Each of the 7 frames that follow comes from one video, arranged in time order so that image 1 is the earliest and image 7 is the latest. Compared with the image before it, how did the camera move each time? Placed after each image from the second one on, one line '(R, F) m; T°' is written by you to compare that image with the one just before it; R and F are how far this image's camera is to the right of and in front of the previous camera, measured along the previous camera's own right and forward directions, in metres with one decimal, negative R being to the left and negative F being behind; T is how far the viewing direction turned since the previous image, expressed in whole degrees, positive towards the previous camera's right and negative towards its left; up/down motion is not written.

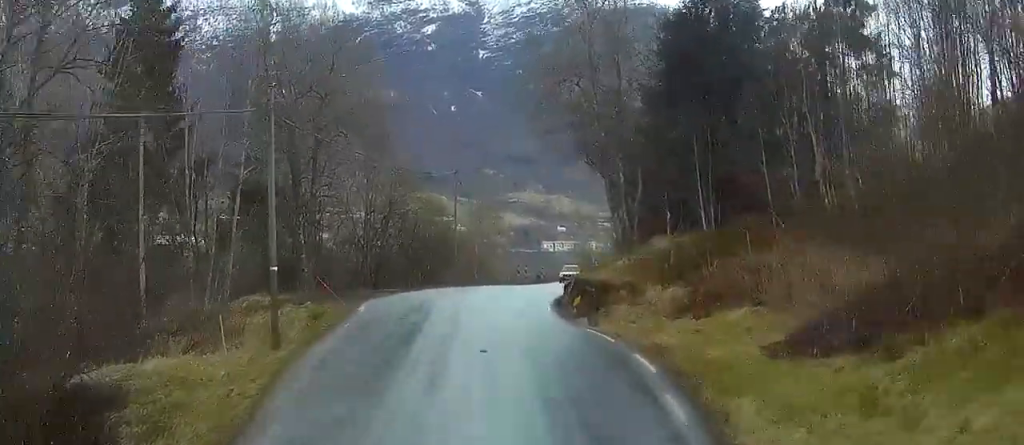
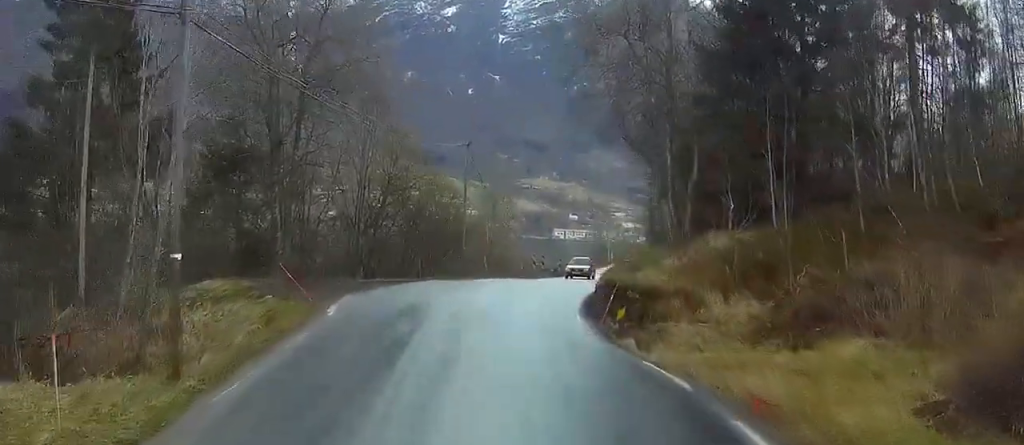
(+0.1, +8.5) m; +3°
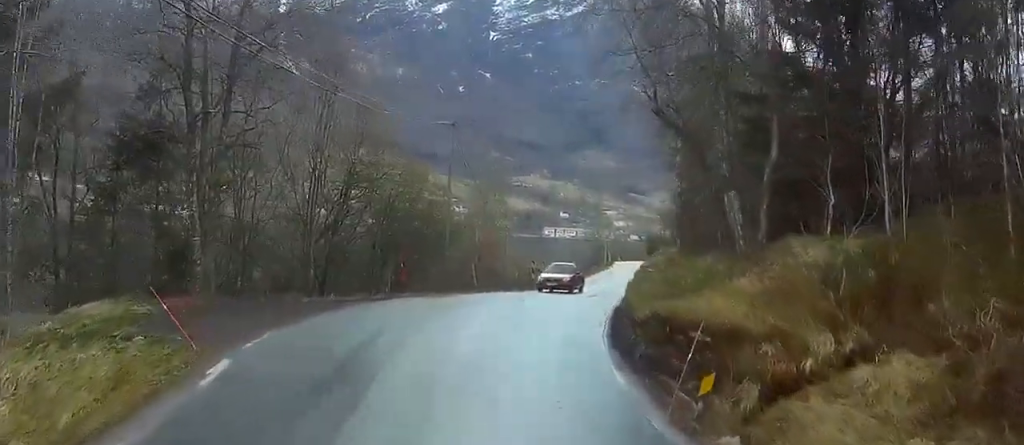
(+0.3, +11.1) m; +3°
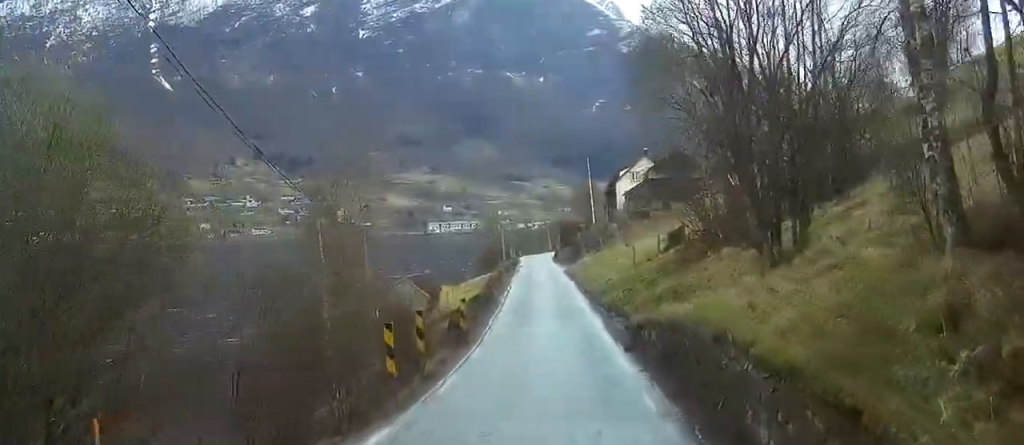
(+1.0, +37.0) m; +1°
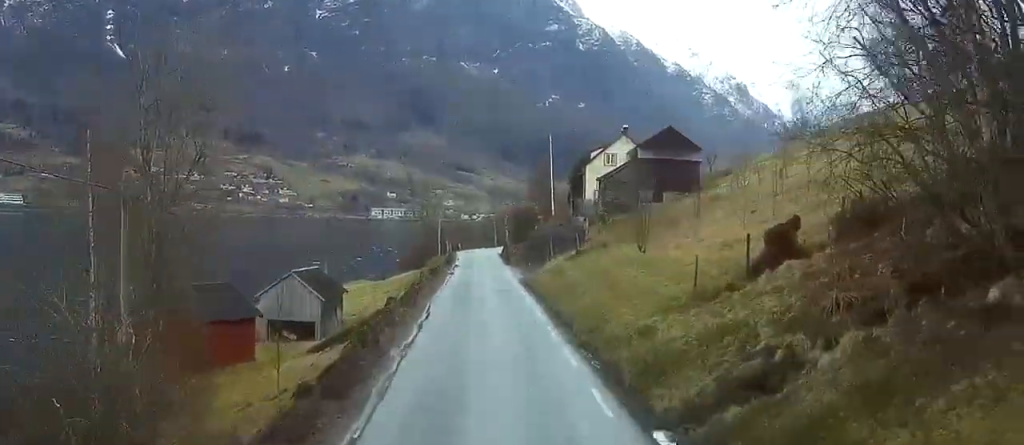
(+0.3, +27.8) m; +2°
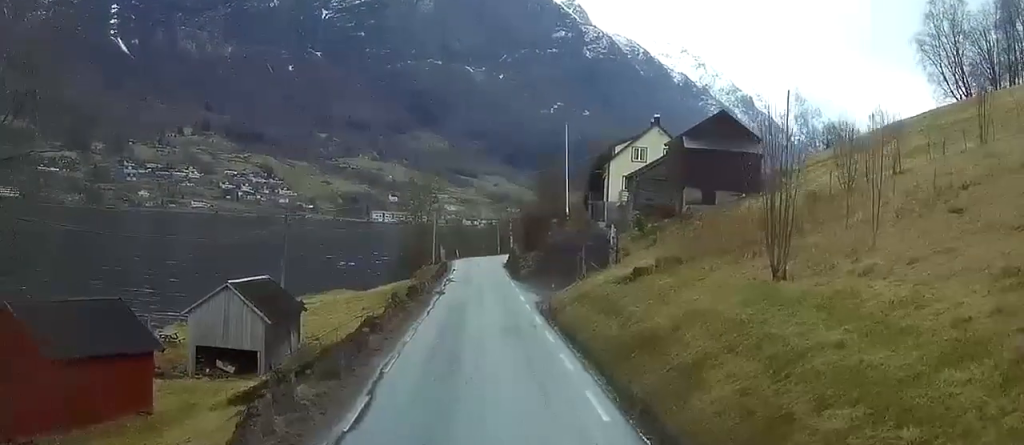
(+0.4, +17.0) m; +1°
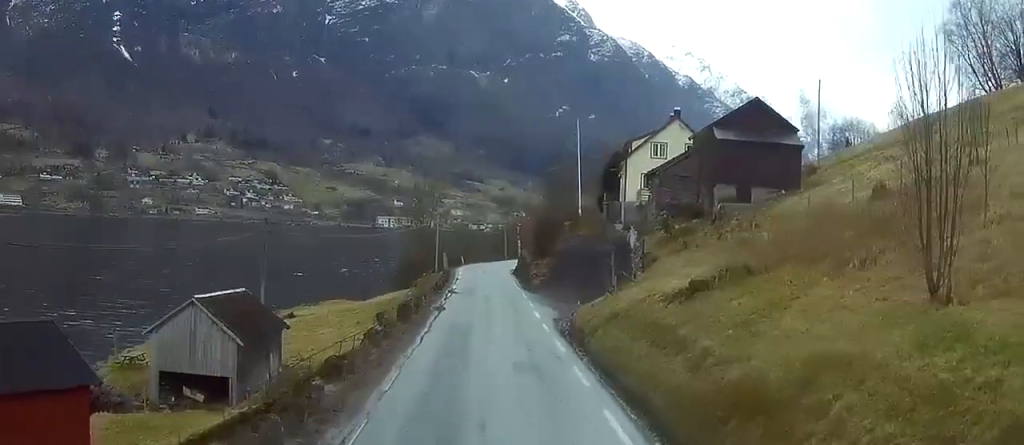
(-0.1, +7.4) m; -1°
